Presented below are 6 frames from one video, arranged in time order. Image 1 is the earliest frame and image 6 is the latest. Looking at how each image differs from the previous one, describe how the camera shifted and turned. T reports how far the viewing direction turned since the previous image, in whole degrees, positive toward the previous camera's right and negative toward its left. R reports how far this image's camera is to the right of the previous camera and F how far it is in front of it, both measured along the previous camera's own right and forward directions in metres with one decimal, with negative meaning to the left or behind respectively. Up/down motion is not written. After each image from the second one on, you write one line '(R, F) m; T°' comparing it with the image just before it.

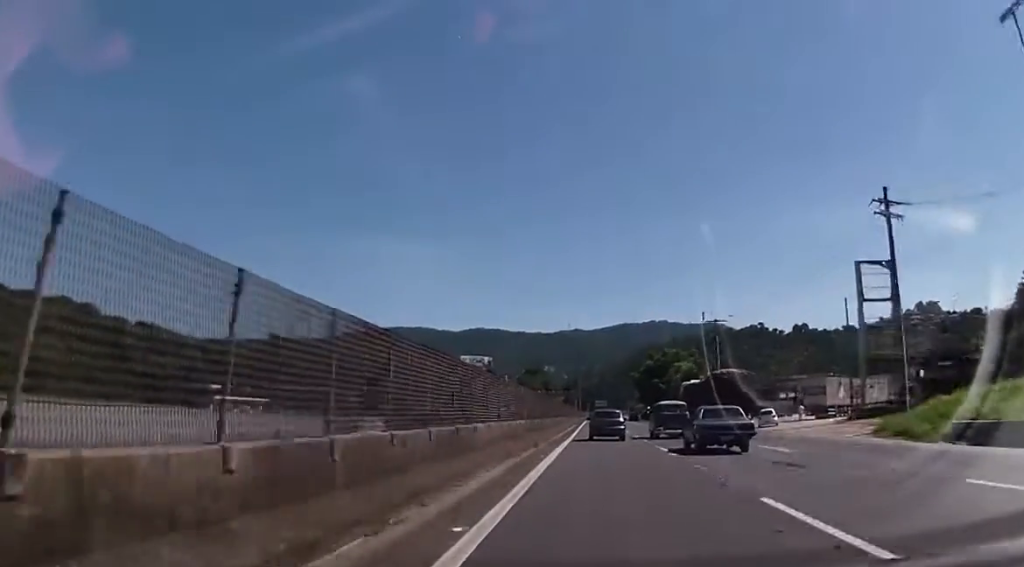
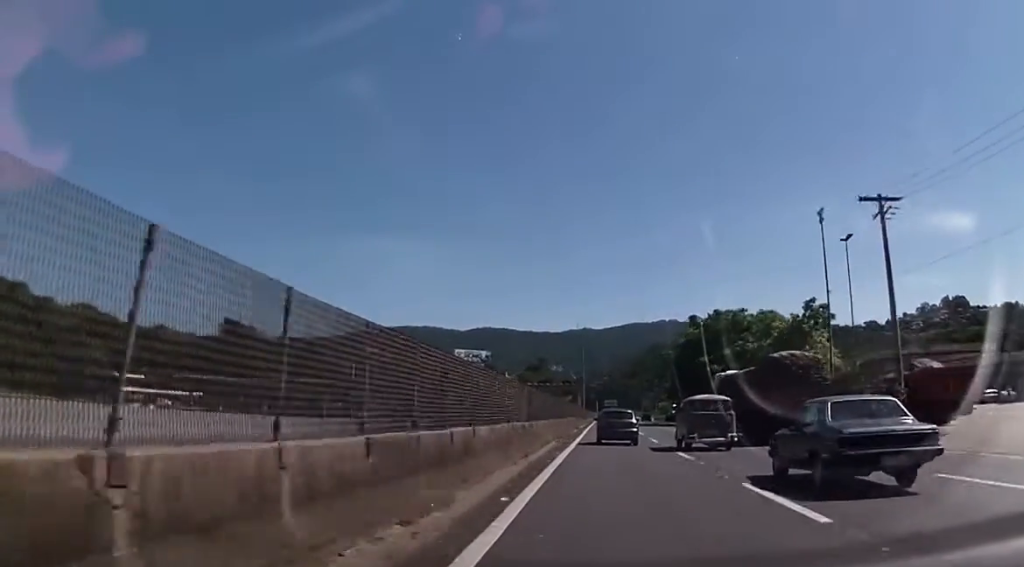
(0.0, +52.5) m; -1°
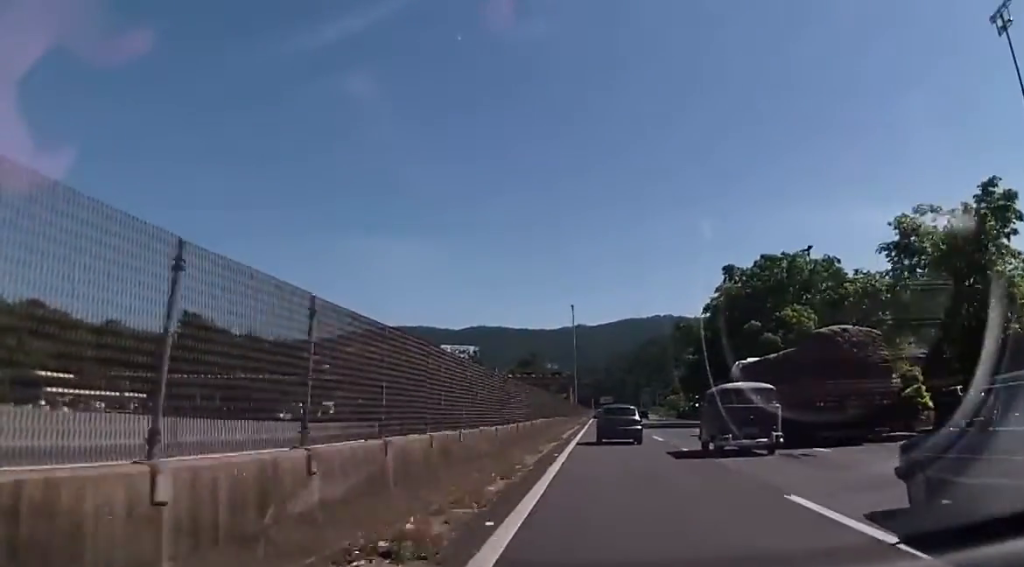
(0.0, +27.7) m; 0°
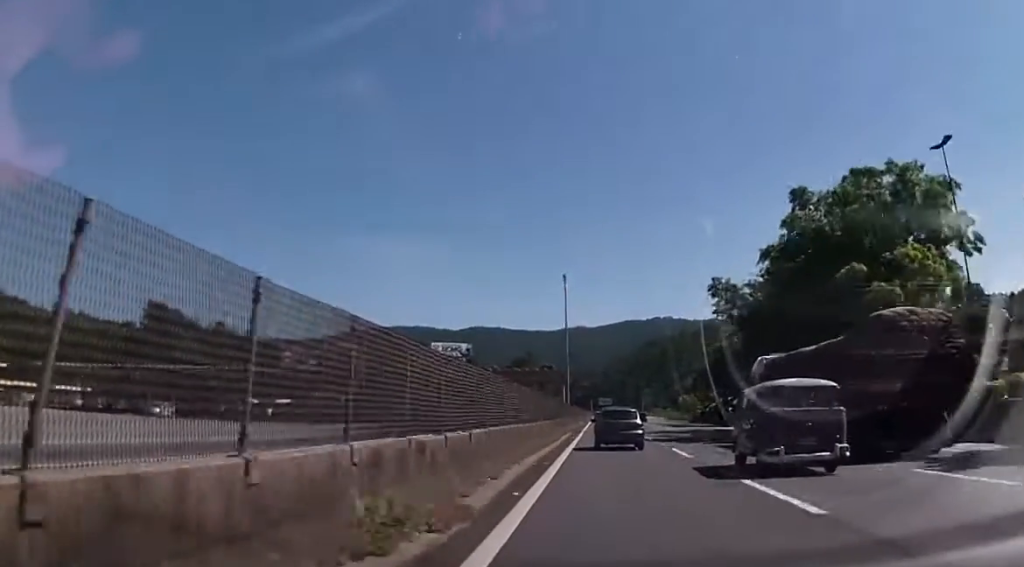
(+0.1, +22.5) m; 0°
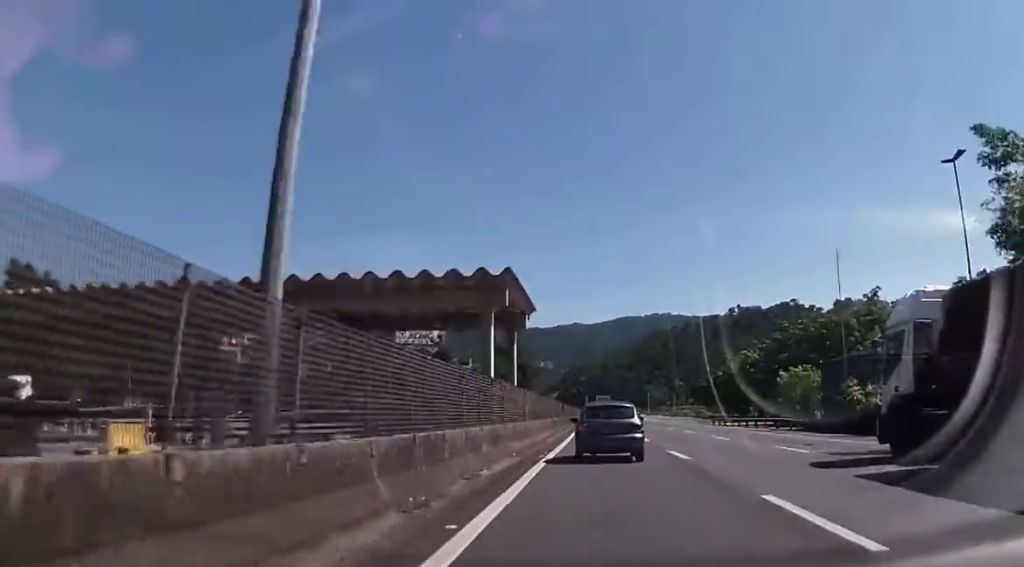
(+0.4, +66.6) m; +1°
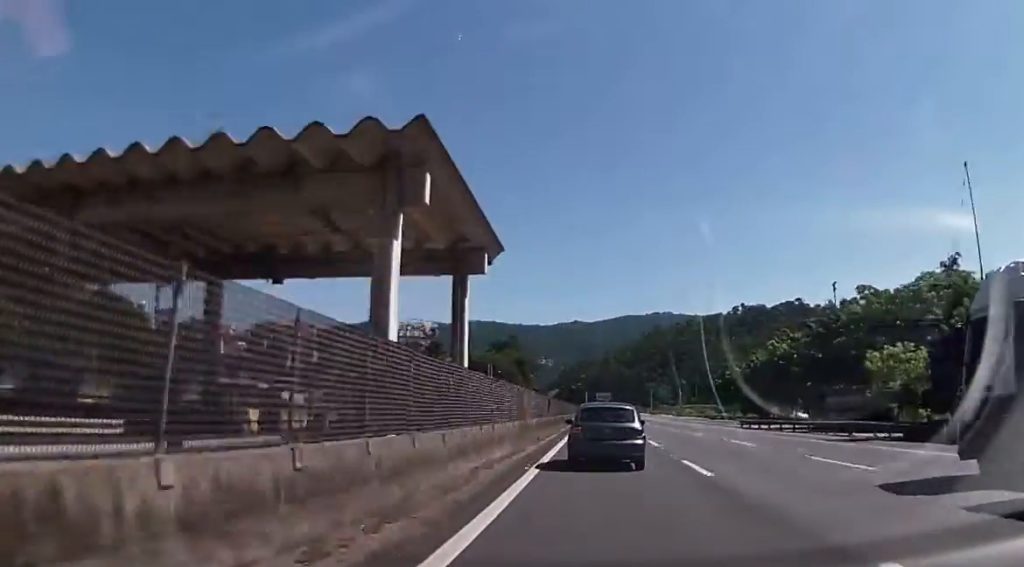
(+0.1, +17.3) m; 0°
